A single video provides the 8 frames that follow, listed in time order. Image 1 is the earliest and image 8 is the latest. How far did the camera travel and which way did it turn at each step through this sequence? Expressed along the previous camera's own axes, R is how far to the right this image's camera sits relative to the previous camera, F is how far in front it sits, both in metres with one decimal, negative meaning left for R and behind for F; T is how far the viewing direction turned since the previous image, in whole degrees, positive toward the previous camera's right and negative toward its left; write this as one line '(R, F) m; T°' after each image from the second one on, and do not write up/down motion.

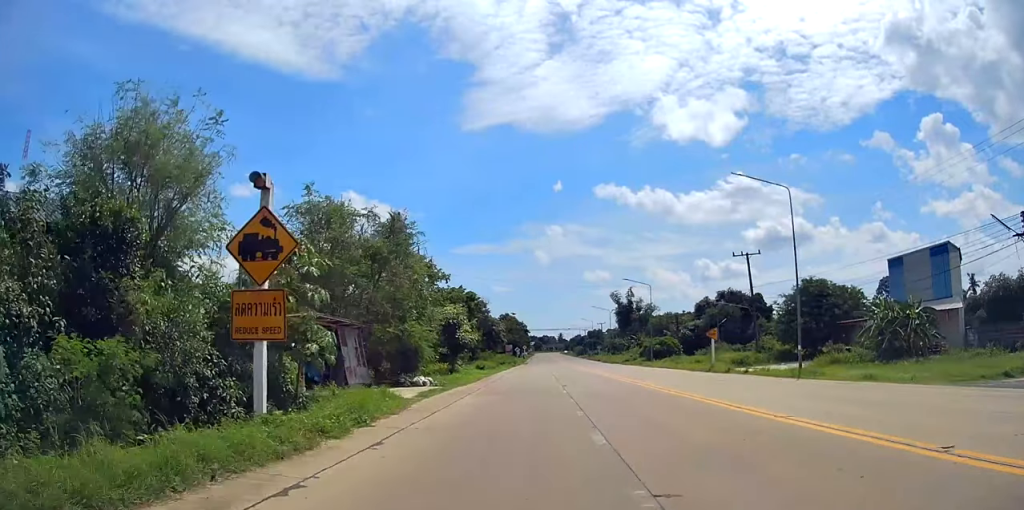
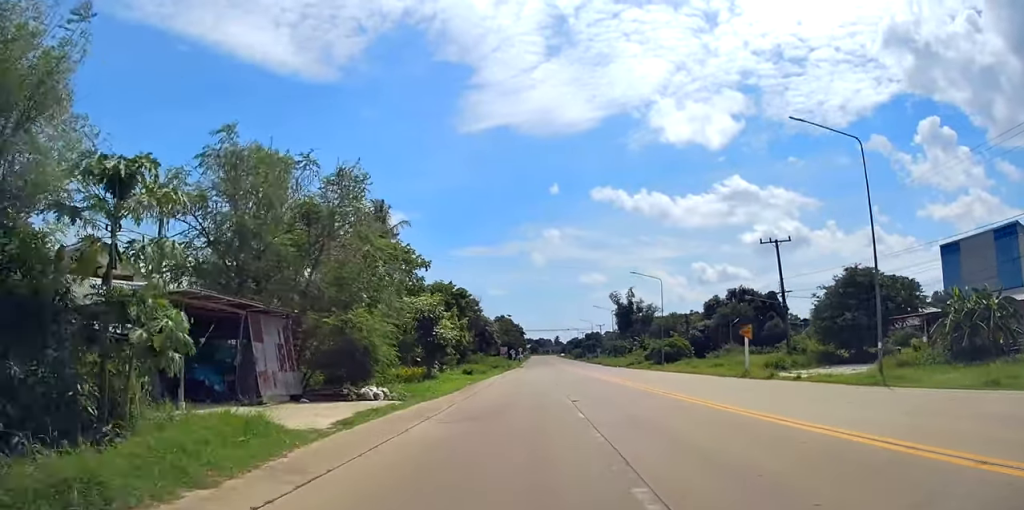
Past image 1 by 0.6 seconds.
(-0.1, +7.9) m; 0°
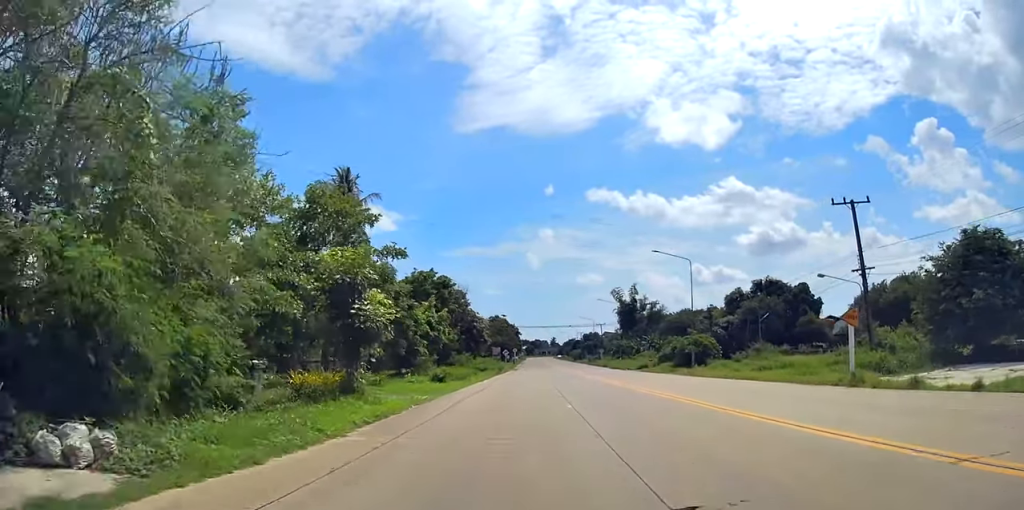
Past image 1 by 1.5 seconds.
(0.0, +13.4) m; 0°
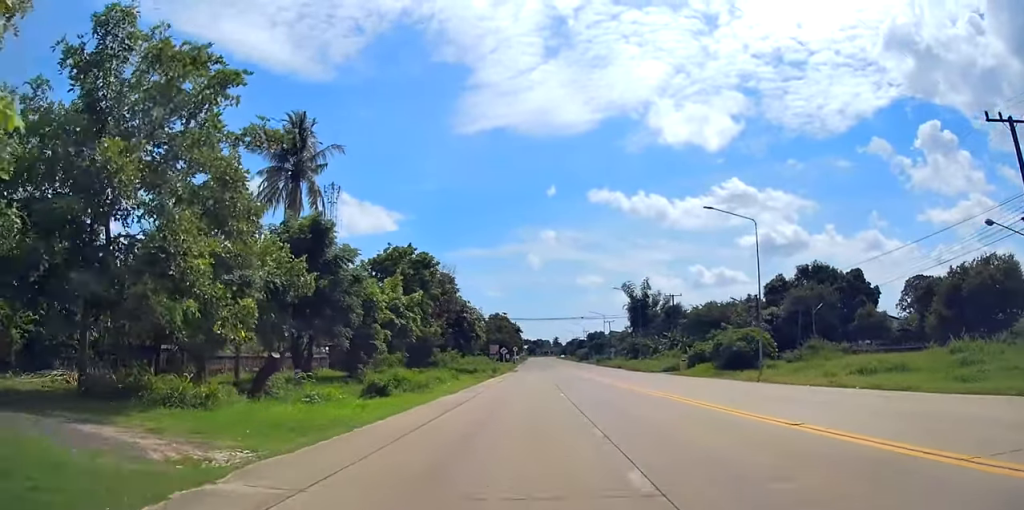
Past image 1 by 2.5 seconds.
(0.0, +14.5) m; +1°
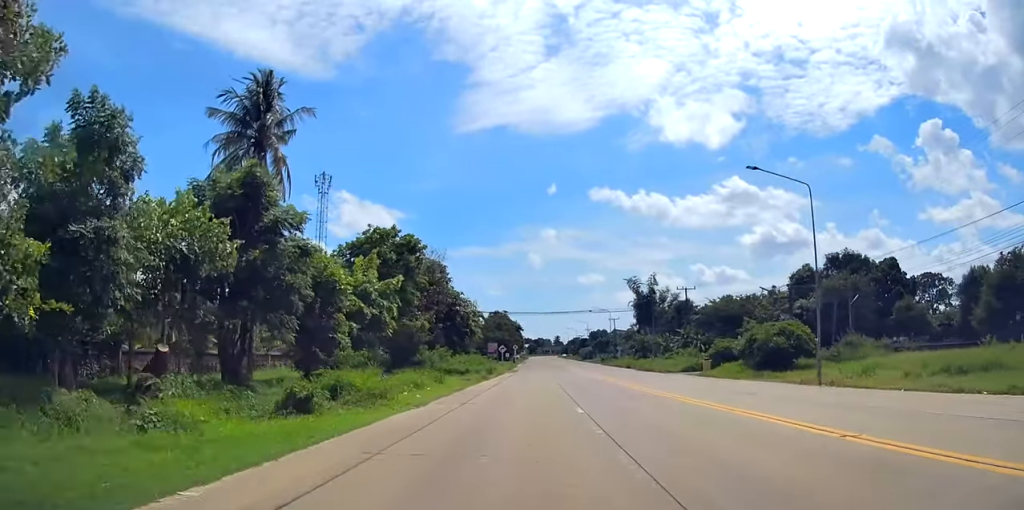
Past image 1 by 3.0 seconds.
(+0.1, +7.5) m; 0°
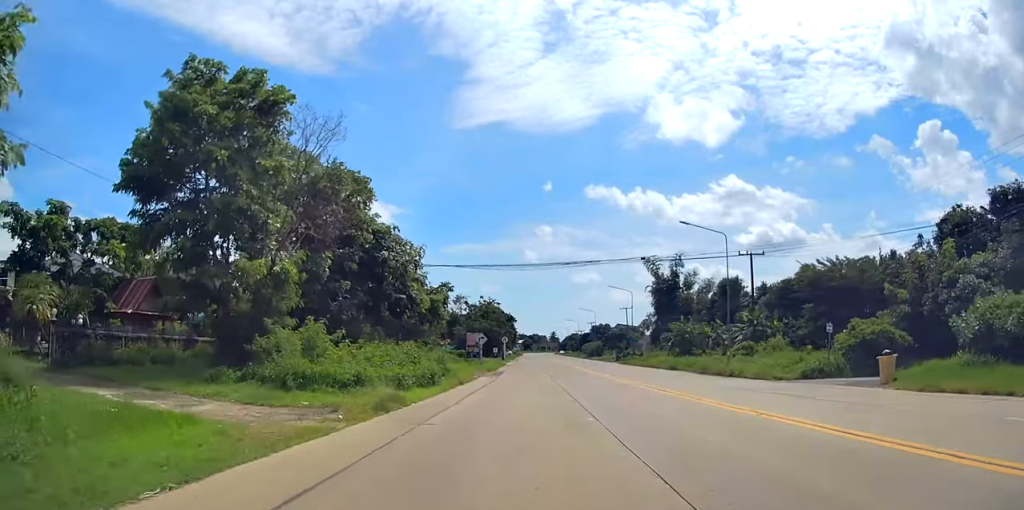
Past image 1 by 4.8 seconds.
(-0.1, +27.8) m; -3°
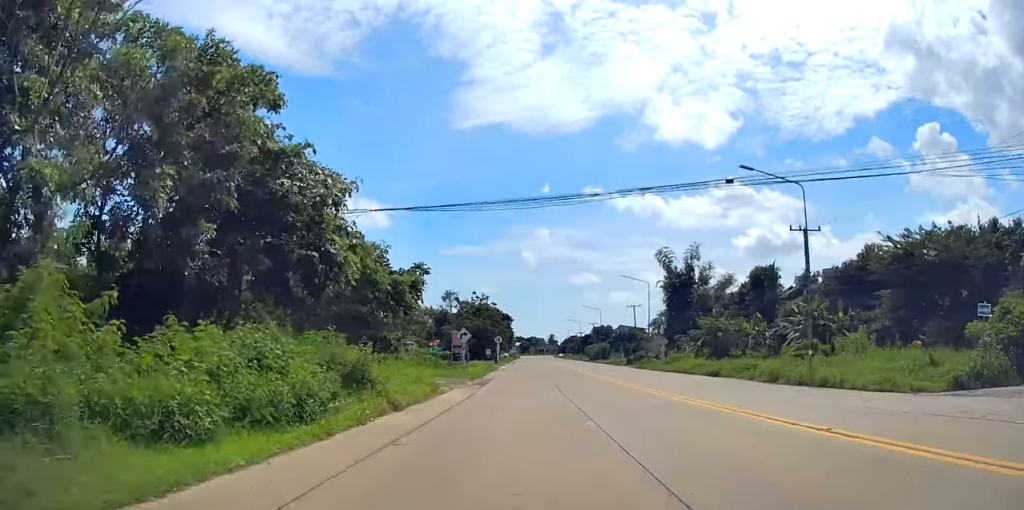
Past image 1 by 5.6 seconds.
(-0.4, +12.9) m; 0°
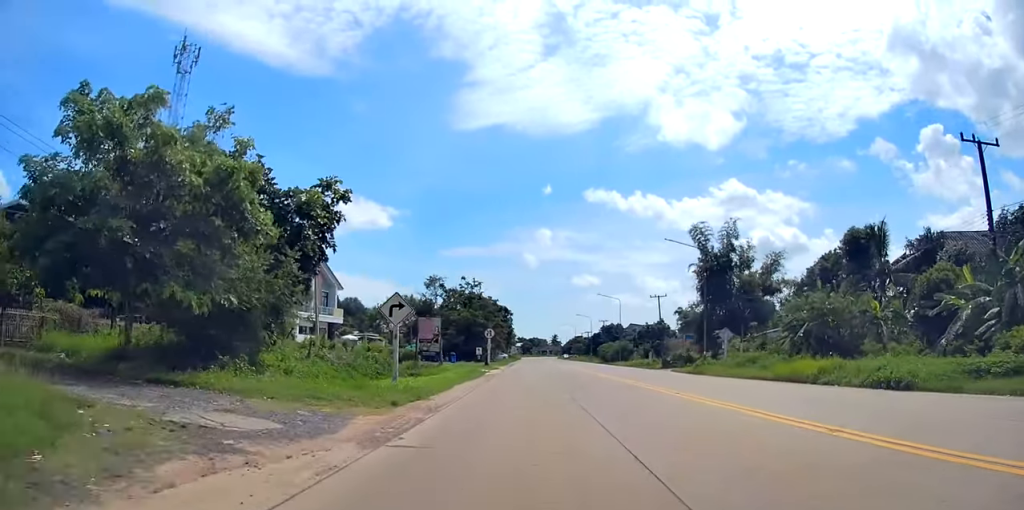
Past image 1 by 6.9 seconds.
(+0.7, +21.1) m; +3°
